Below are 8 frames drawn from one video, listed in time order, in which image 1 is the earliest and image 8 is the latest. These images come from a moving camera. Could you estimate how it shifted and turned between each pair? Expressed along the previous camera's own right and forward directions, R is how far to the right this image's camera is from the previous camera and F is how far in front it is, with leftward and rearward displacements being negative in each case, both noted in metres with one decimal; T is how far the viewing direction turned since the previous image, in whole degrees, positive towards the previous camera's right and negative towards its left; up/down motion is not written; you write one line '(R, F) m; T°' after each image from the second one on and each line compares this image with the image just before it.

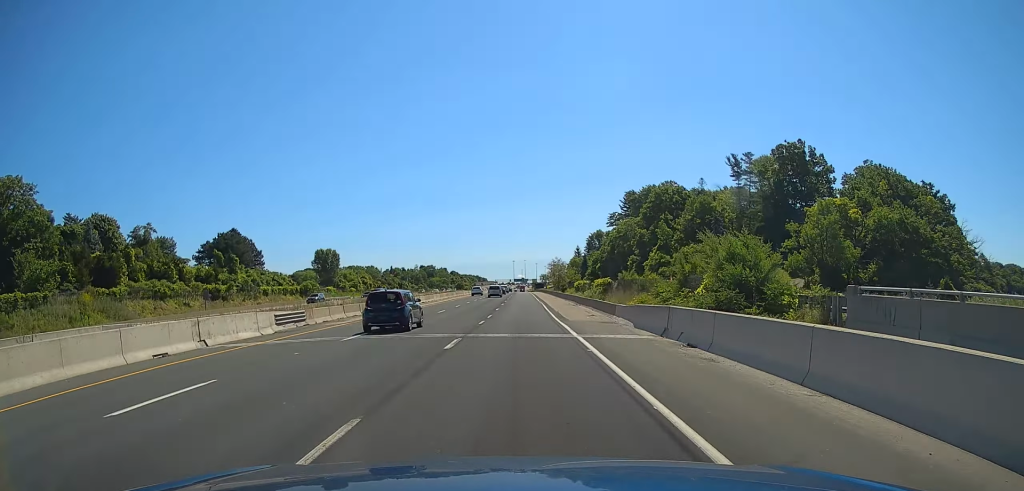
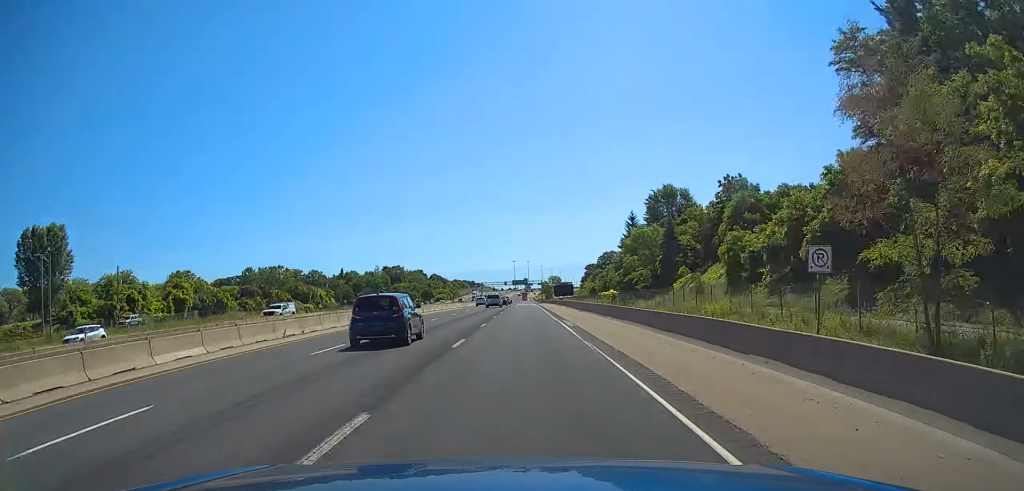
(-0.1, +167.1) m; 0°
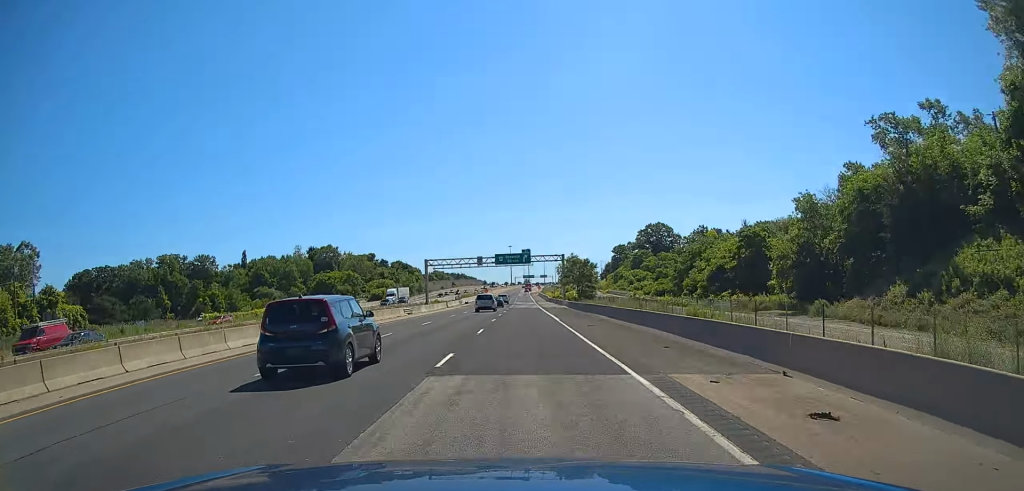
(-0.3, +142.9) m; 0°
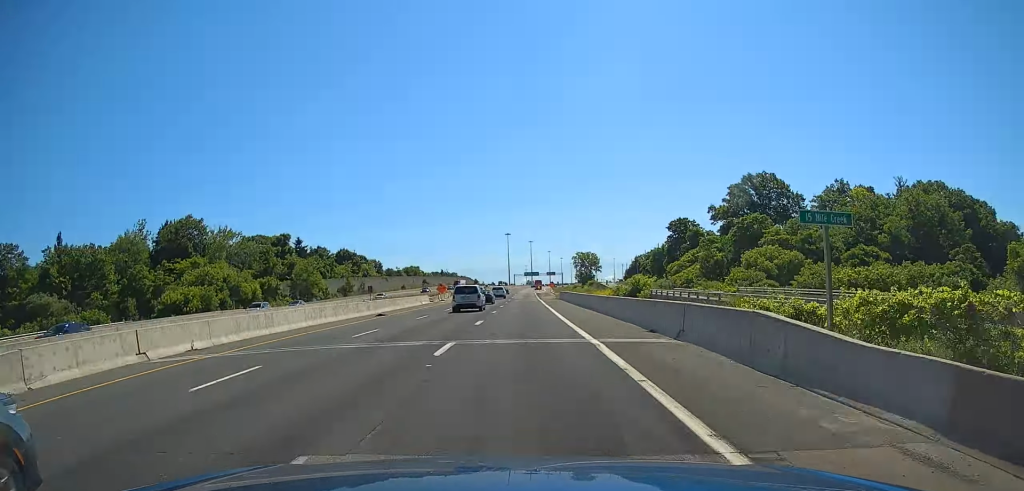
(0.0, +117.5) m; 0°
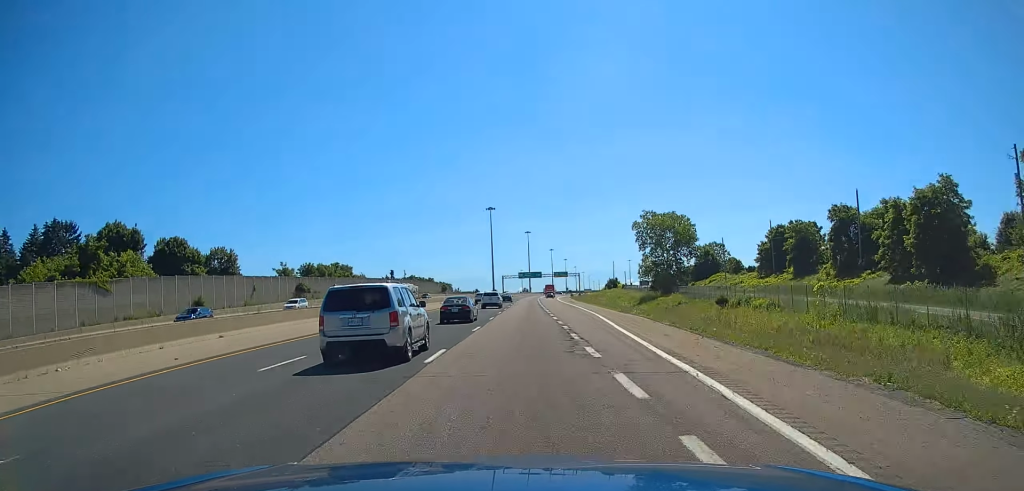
(+0.5, +151.7) m; +1°
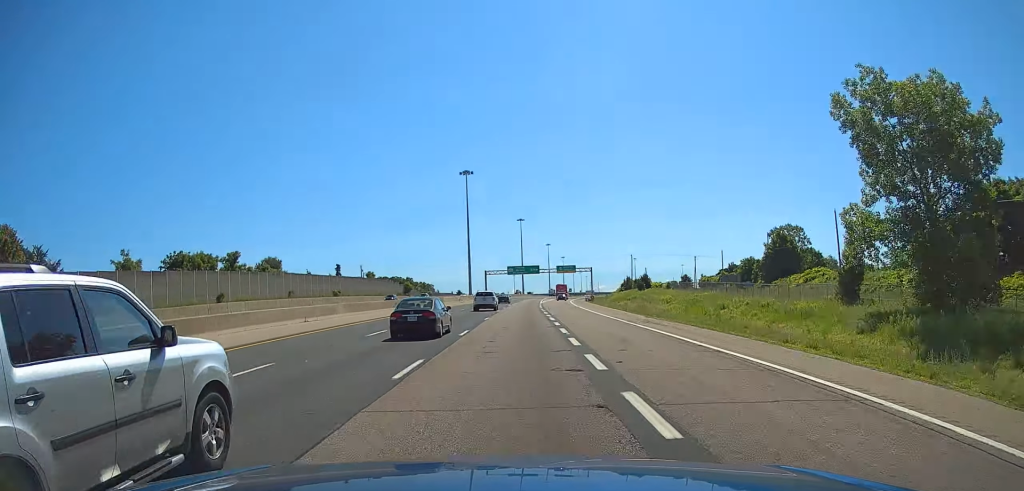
(-0.5, +73.3) m; +1°
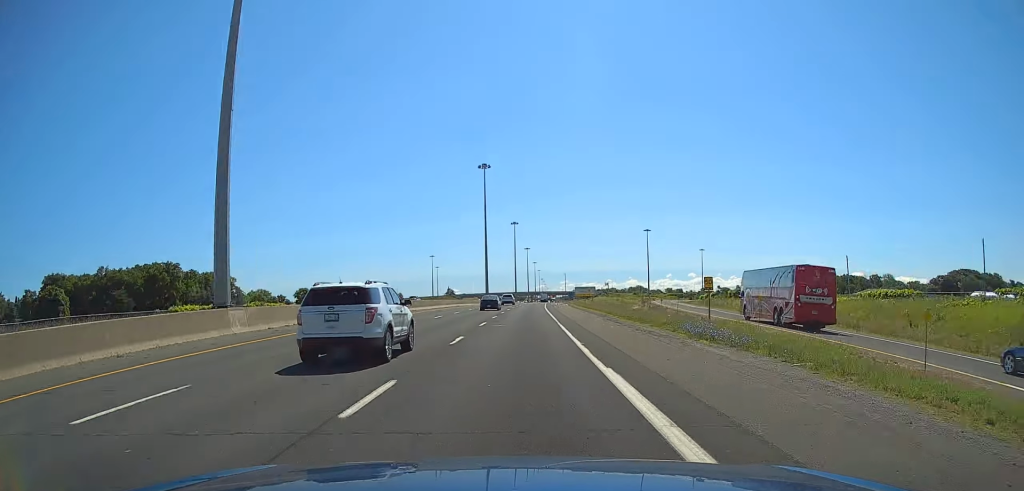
(+13.5, +297.0) m; +5°
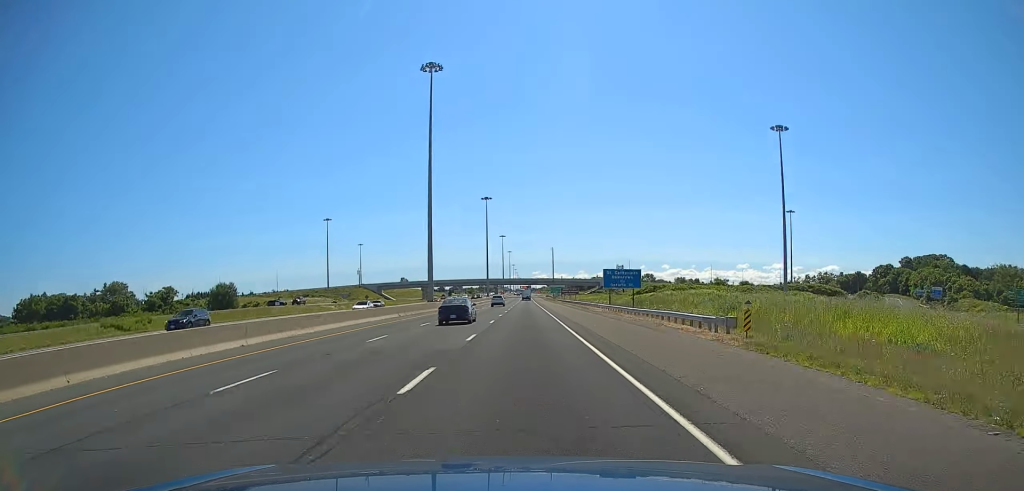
(+6.2, +261.8) m; +2°
